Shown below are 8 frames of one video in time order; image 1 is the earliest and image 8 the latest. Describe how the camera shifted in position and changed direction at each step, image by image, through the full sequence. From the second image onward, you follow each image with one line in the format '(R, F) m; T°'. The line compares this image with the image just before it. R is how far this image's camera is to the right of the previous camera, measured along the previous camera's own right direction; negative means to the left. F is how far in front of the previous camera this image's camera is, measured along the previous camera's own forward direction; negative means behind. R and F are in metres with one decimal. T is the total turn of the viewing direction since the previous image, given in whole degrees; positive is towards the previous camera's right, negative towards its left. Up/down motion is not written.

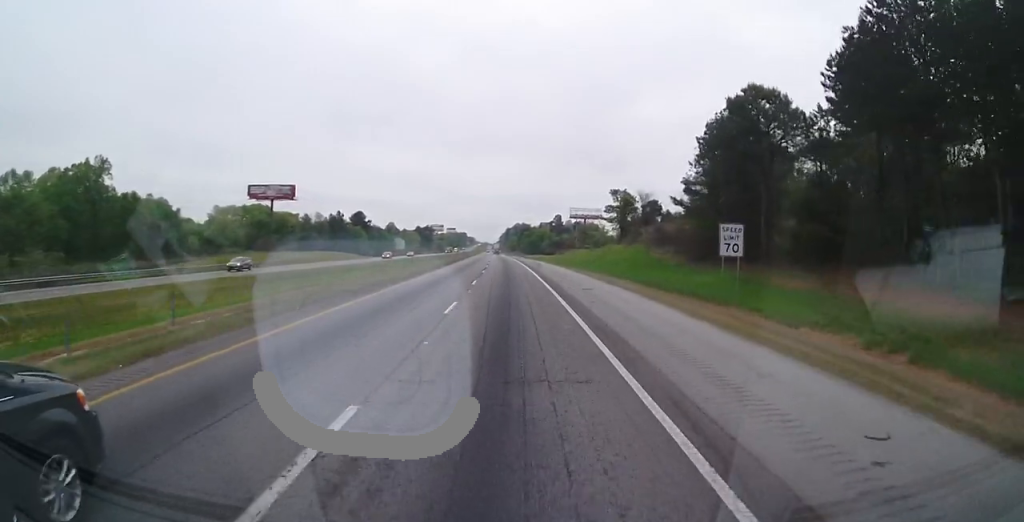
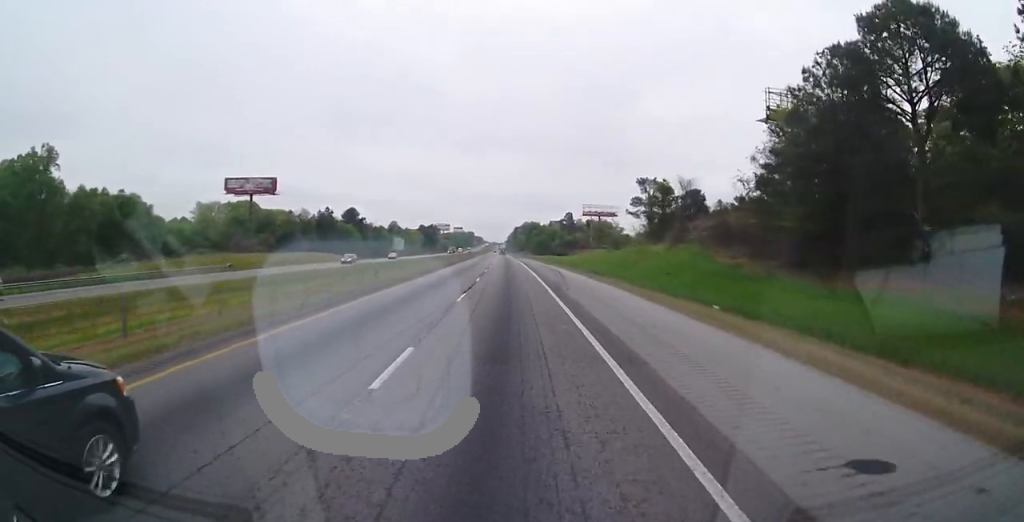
(-0.1, +20.3) m; -1°
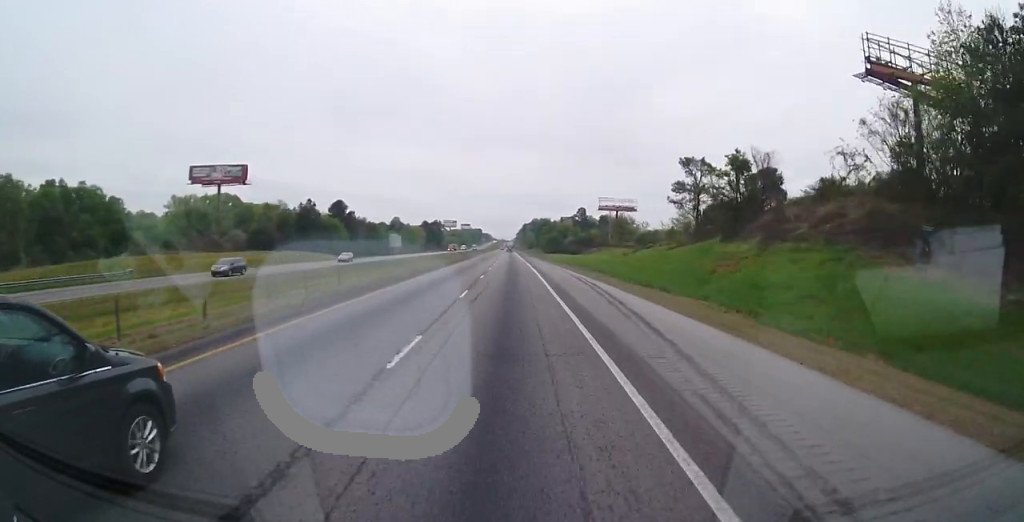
(-0.2, +23.2) m; 0°
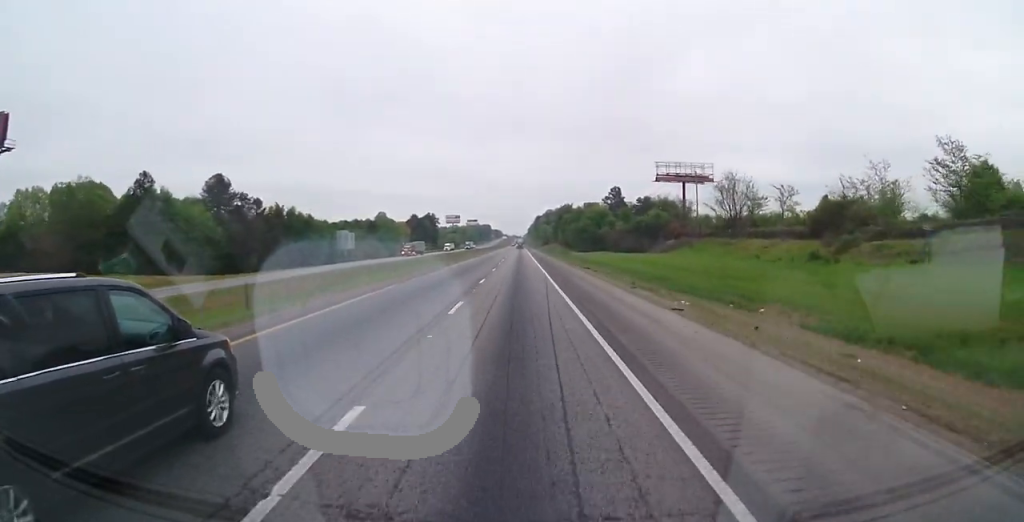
(-1.8, +78.9) m; -2°
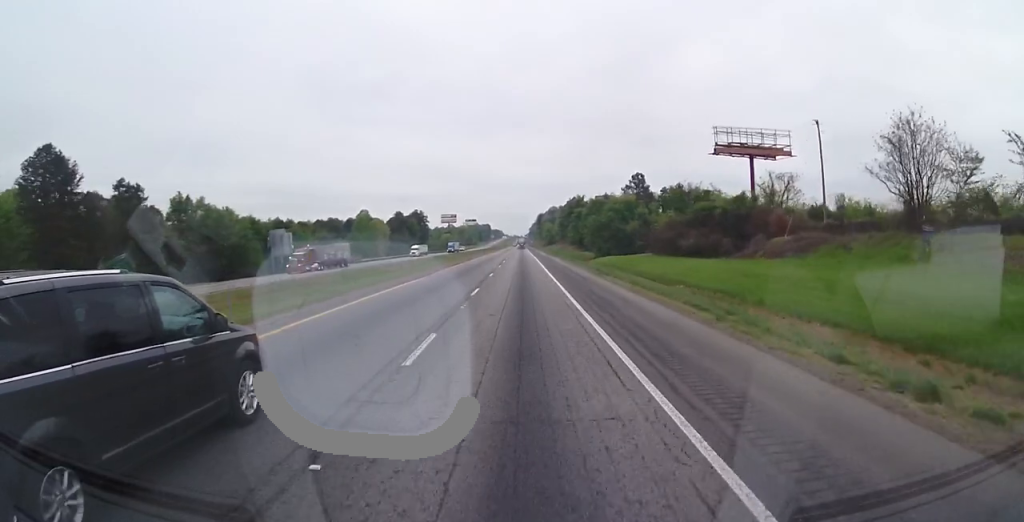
(+0.1, +43.5) m; 0°
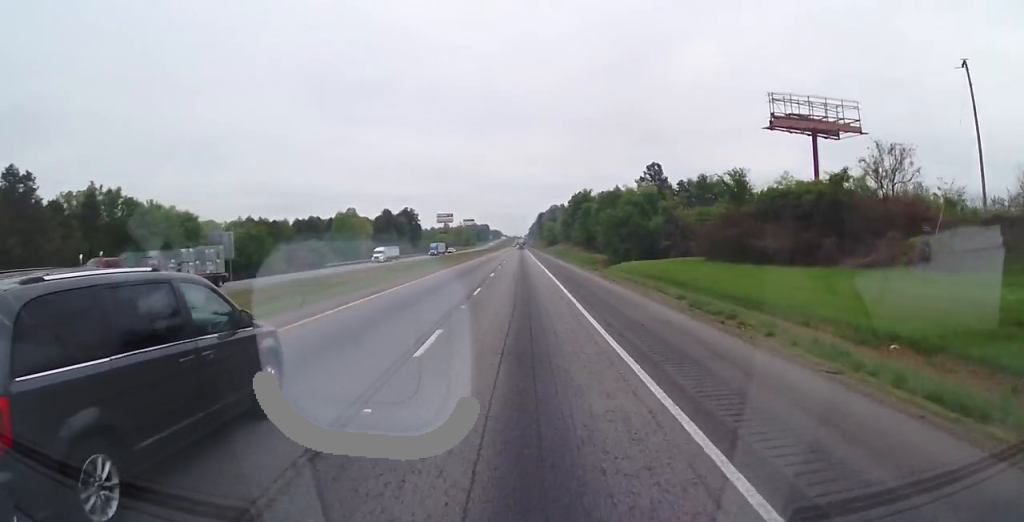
(-0.2, +23.9) m; 0°
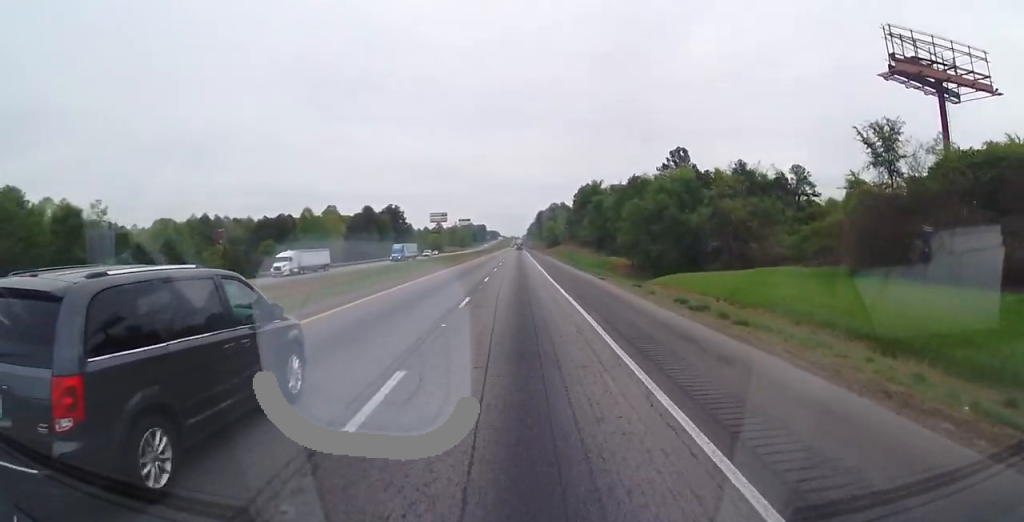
(0.0, +29.0) m; +1°
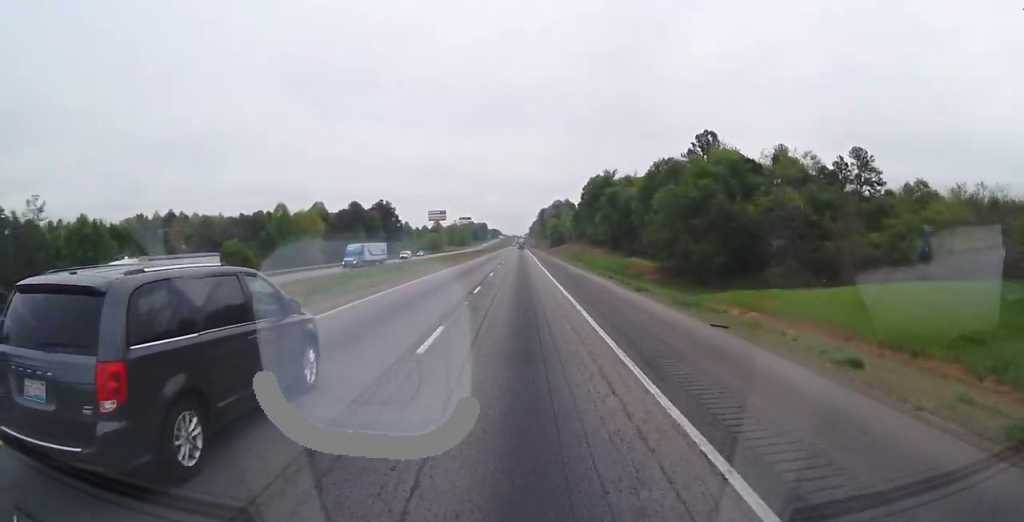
(+0.2, +20.2) m; 0°
